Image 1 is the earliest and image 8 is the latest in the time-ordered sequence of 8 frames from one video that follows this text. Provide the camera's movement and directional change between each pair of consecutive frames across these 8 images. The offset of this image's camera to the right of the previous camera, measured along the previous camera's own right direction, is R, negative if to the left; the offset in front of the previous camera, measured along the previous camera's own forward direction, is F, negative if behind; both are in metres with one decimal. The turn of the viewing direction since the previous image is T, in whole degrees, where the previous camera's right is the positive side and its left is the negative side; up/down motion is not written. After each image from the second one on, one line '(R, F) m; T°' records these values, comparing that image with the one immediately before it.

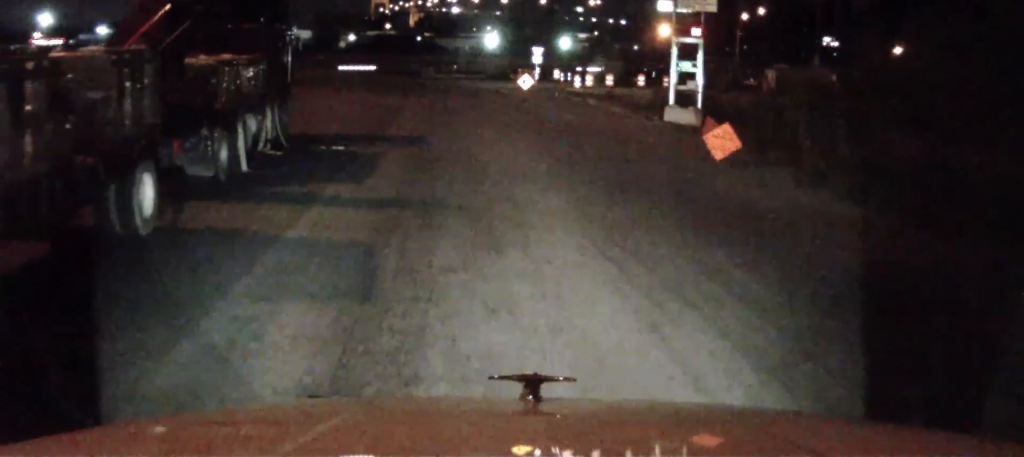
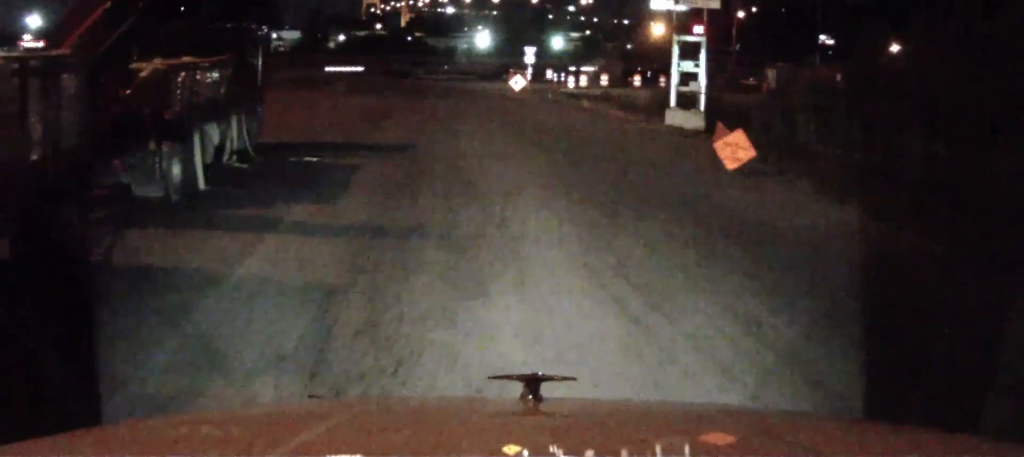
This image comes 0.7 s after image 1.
(0.0, +1.7) m; 0°
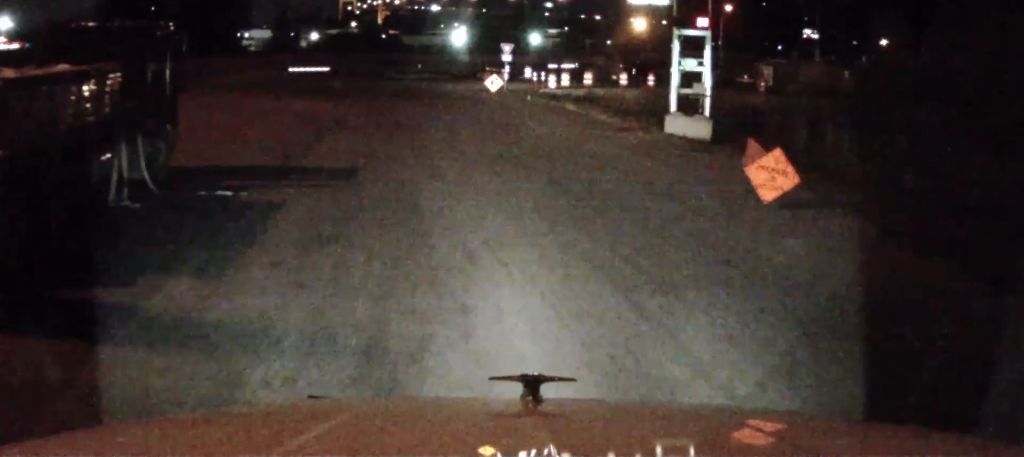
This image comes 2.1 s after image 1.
(+0.1, +3.9) m; +4°
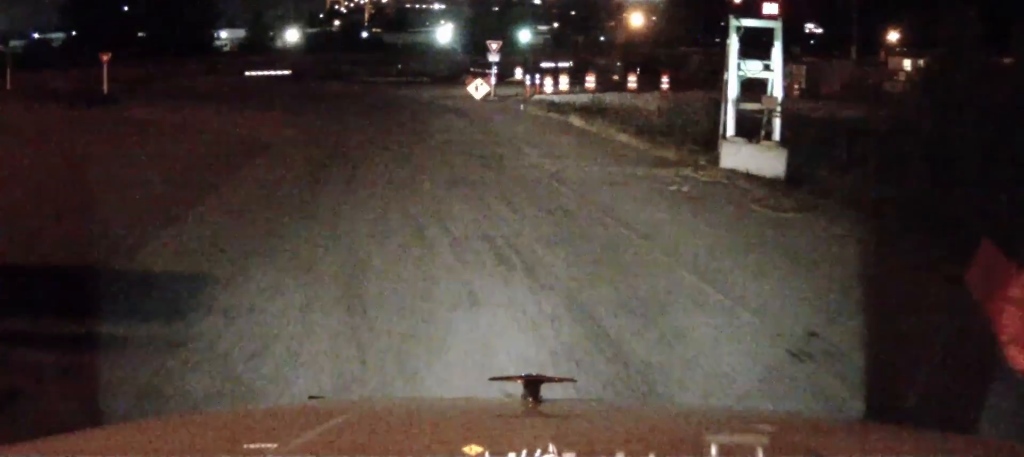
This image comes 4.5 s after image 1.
(-0.1, +7.2) m; -2°
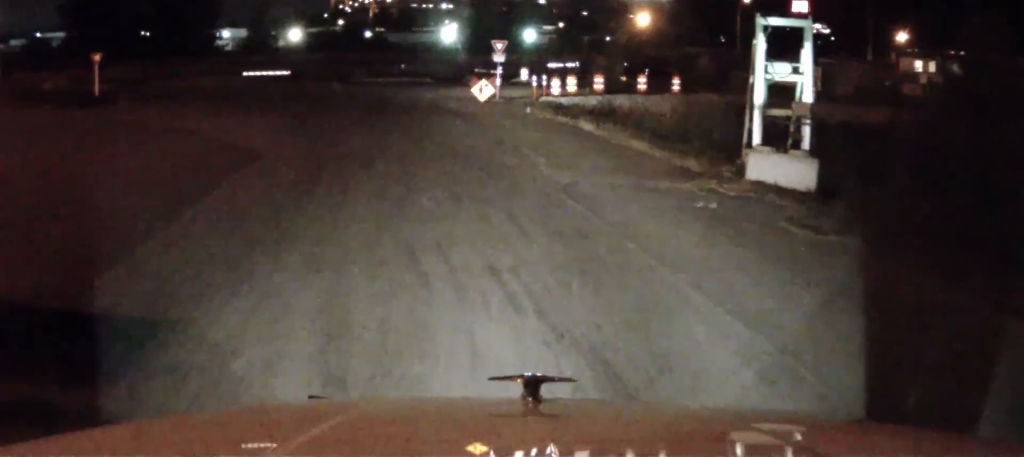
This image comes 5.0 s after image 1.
(0.0, +1.4) m; -1°
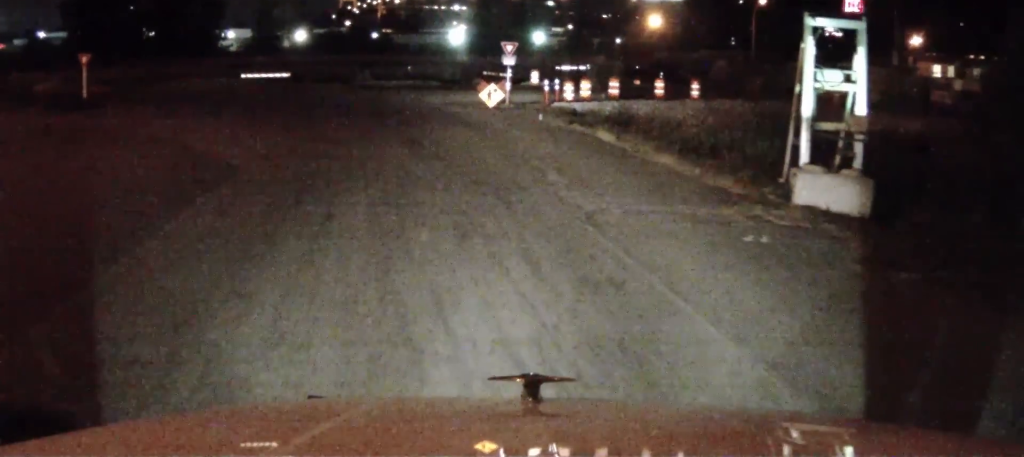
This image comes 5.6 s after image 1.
(0.0, +1.9) m; -1°
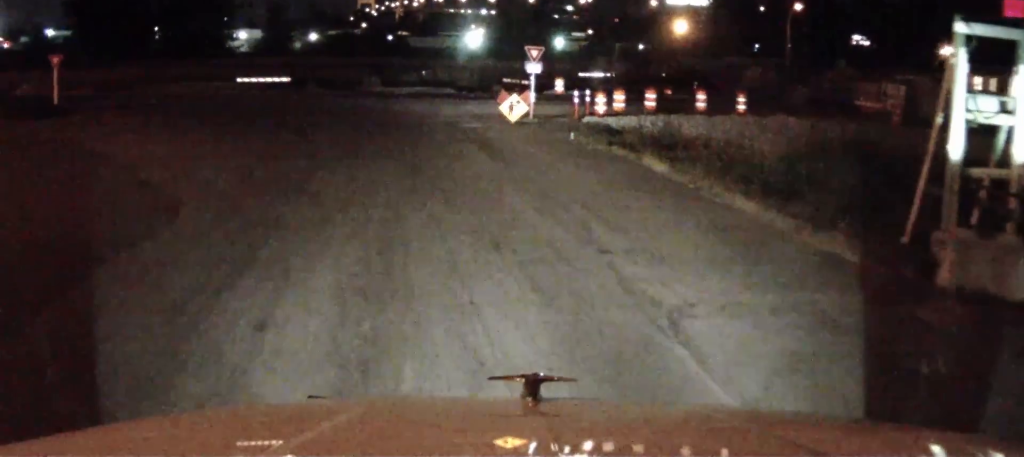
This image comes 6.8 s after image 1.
(-0.1, +4.0) m; -2°
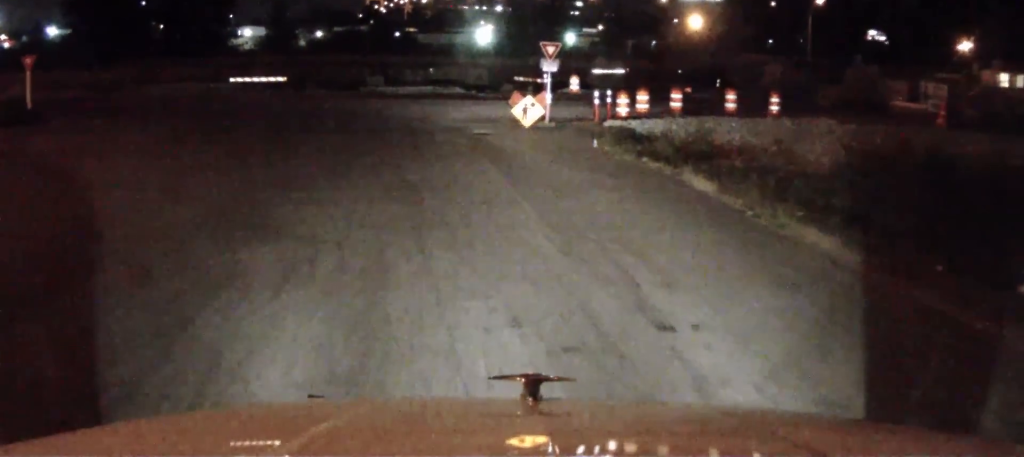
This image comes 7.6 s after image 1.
(0.0, +2.8) m; -1°
